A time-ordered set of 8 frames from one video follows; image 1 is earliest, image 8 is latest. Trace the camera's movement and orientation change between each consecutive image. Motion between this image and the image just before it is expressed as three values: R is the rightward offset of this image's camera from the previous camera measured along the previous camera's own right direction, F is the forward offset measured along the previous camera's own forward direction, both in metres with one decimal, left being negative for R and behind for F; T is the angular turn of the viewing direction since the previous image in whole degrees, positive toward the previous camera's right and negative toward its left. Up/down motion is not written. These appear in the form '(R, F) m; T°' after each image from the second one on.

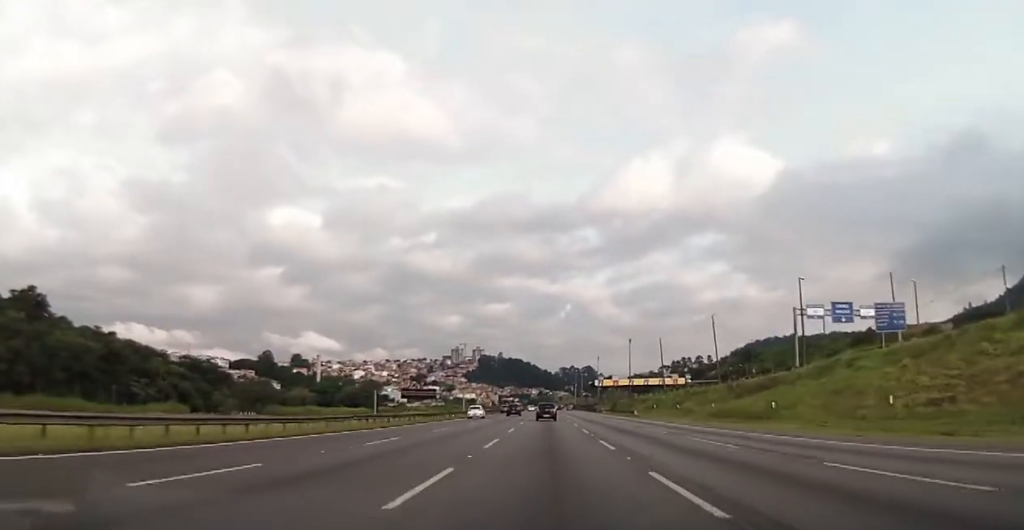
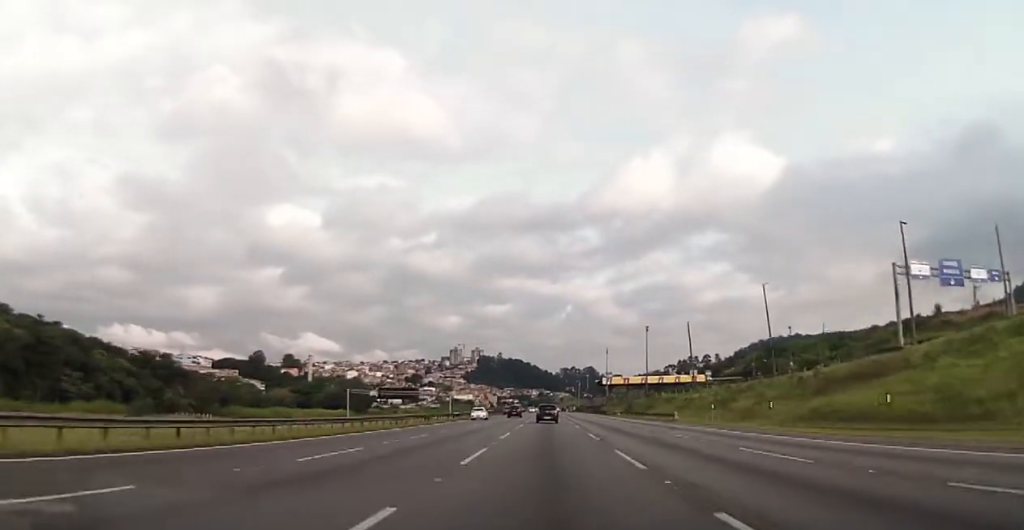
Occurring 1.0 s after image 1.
(-0.4, +29.4) m; -1°
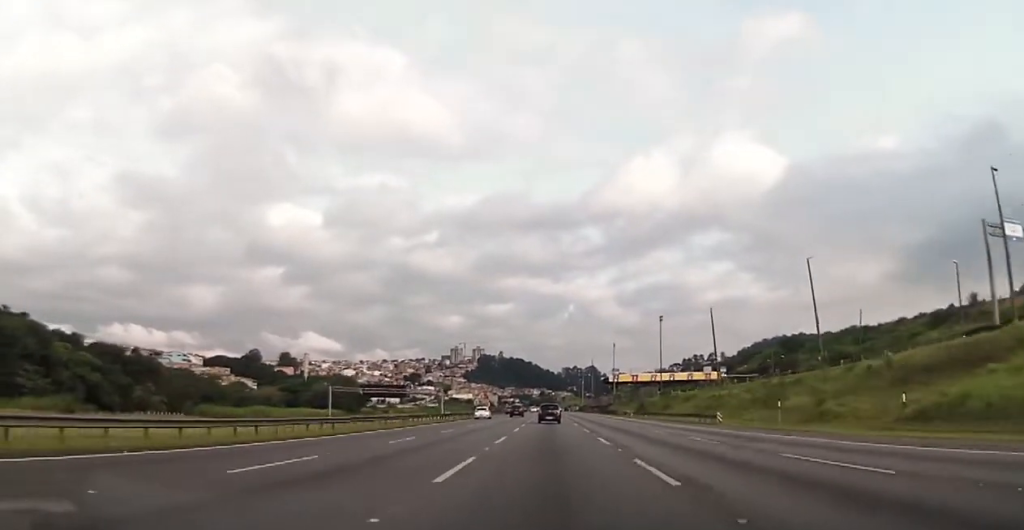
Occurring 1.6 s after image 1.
(0.0, +16.1) m; 0°
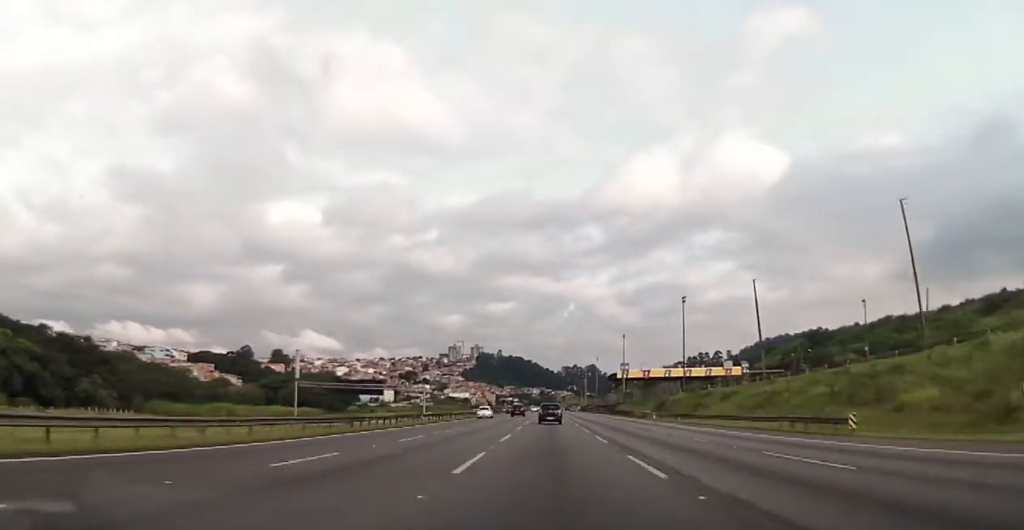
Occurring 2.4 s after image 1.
(+0.1, +22.7) m; 0°
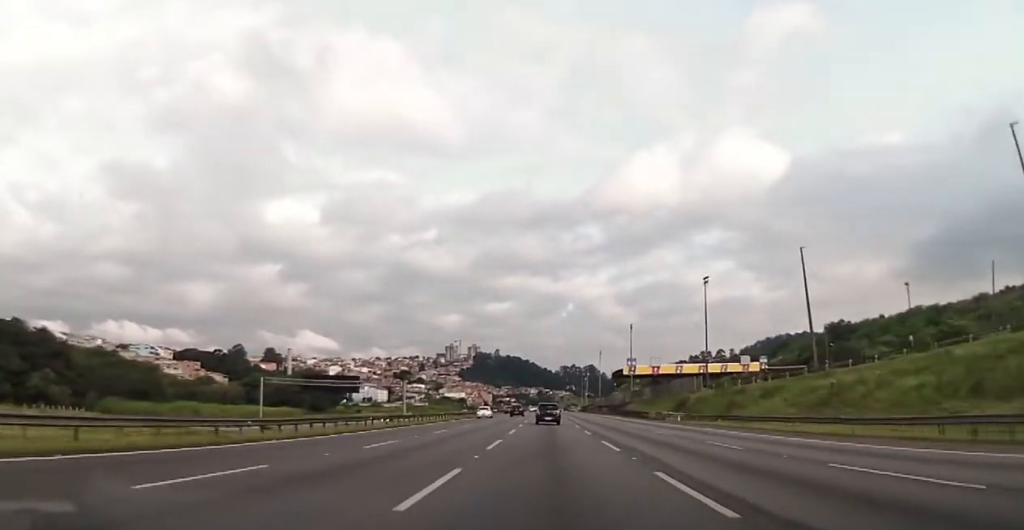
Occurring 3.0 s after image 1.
(+0.1, +17.0) m; 0°
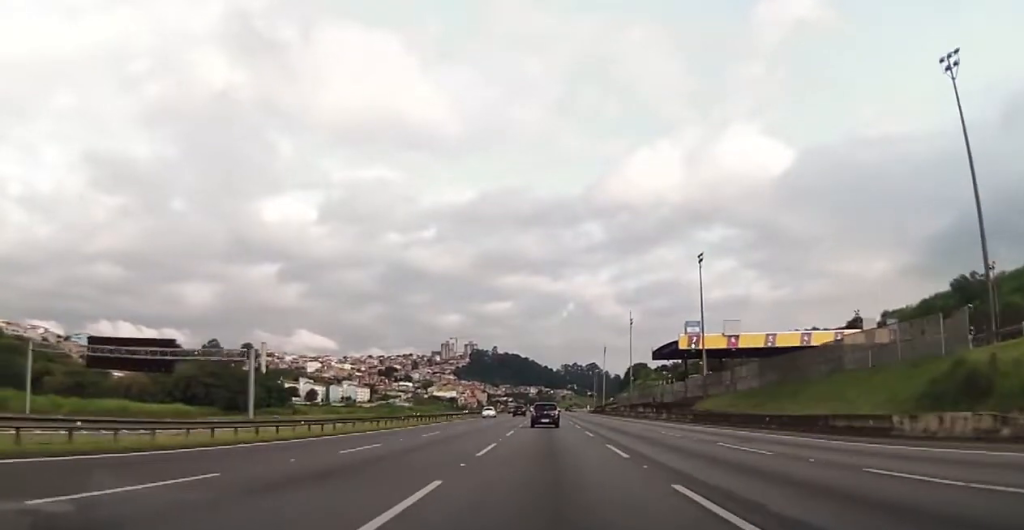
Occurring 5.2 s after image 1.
(+0.4, +62.4) m; 0°
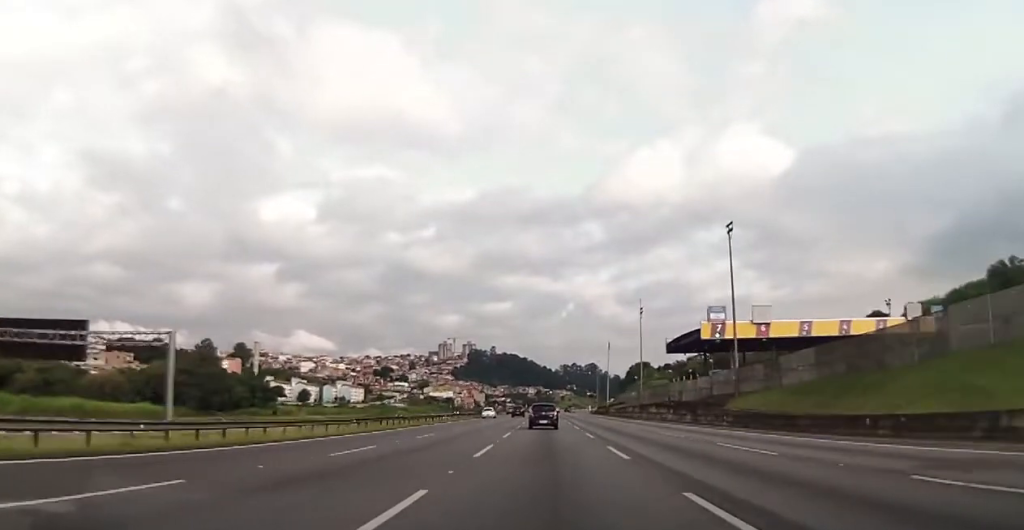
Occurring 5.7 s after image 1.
(-0.2, +13.1) m; 0°
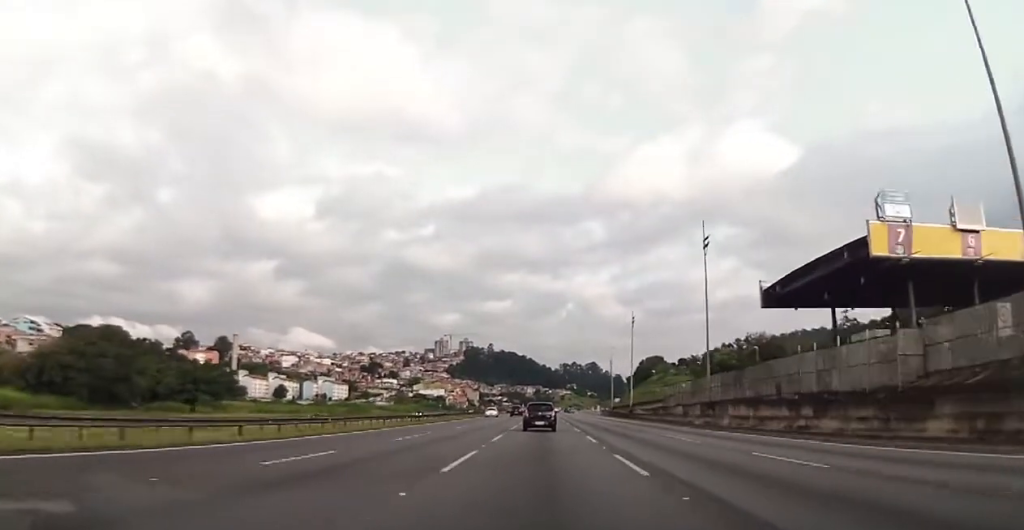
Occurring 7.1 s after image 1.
(0.0, +40.3) m; +1°
